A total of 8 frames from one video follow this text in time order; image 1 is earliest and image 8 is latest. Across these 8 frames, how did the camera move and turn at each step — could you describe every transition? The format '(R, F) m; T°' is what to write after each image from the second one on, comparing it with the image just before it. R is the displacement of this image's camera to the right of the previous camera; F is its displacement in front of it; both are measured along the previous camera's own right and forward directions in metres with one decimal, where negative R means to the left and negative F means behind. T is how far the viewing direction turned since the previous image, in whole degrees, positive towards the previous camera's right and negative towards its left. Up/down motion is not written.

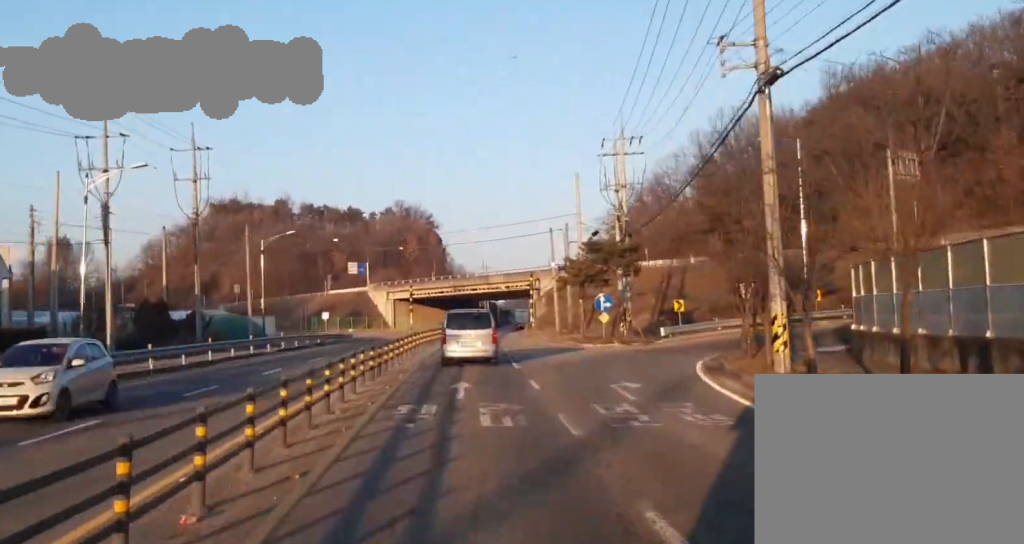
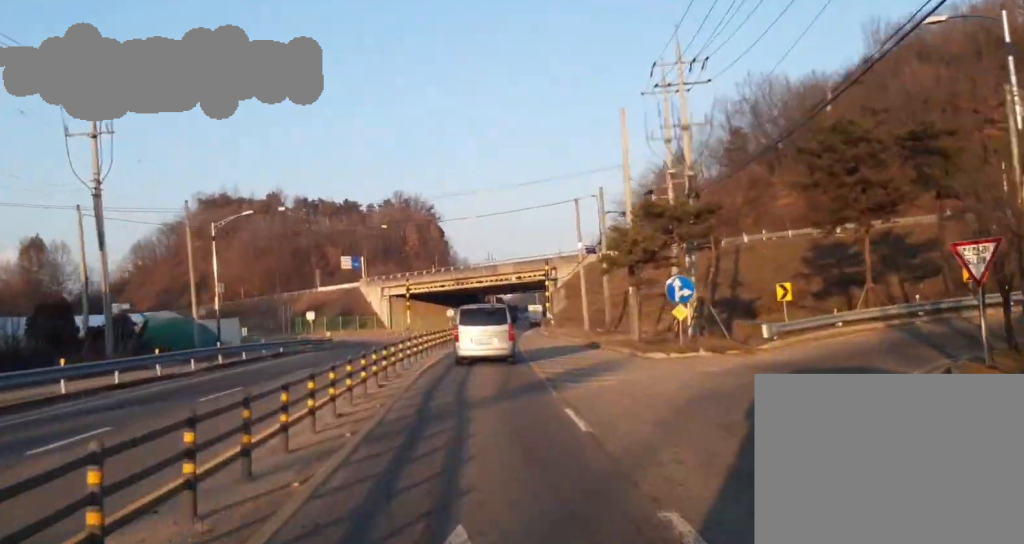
(-0.1, +17.3) m; 0°
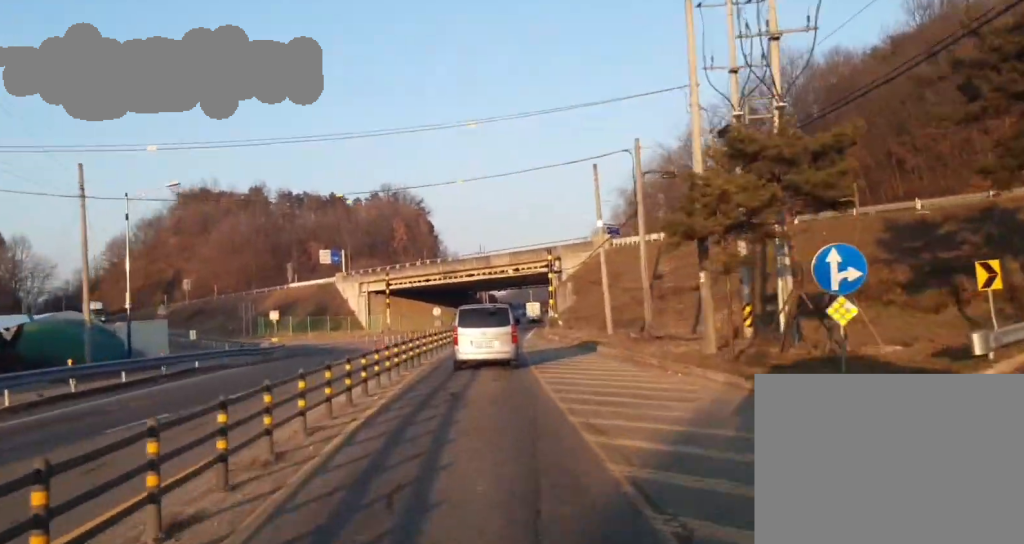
(-0.1, +14.5) m; 0°
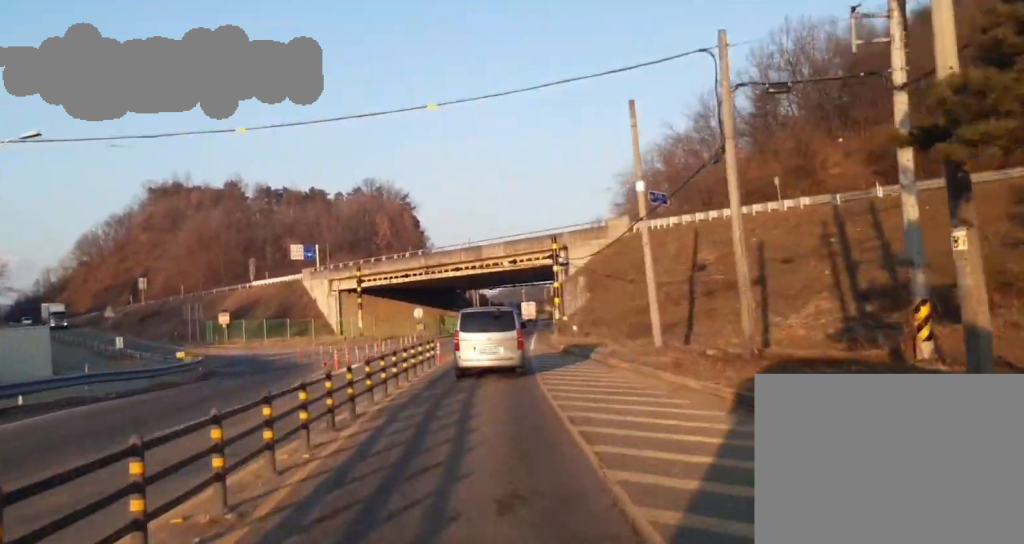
(0.0, +15.2) m; +1°
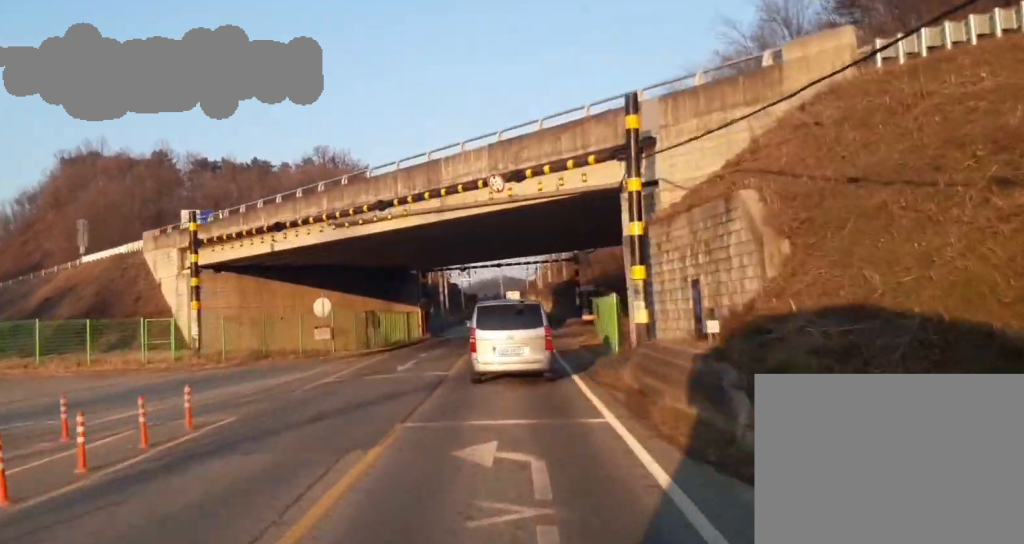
(+1.2, +41.6) m; +4°
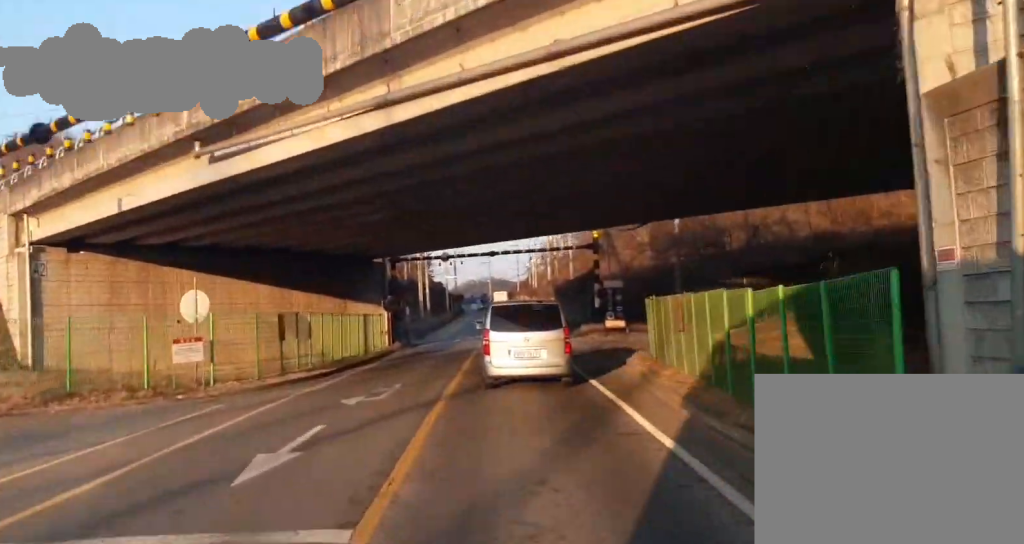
(+0.4, +18.2) m; +1°
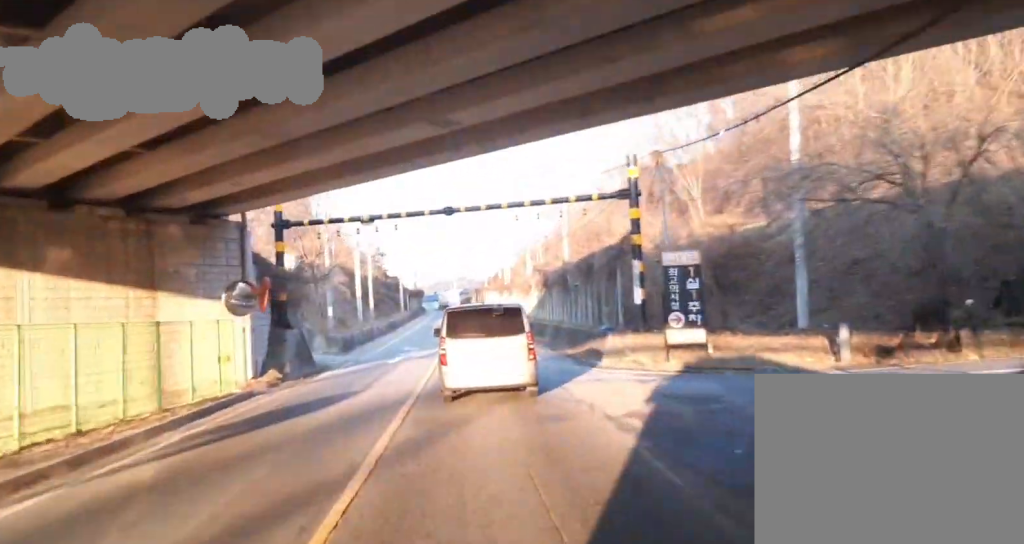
(+0.1, +24.3) m; +2°
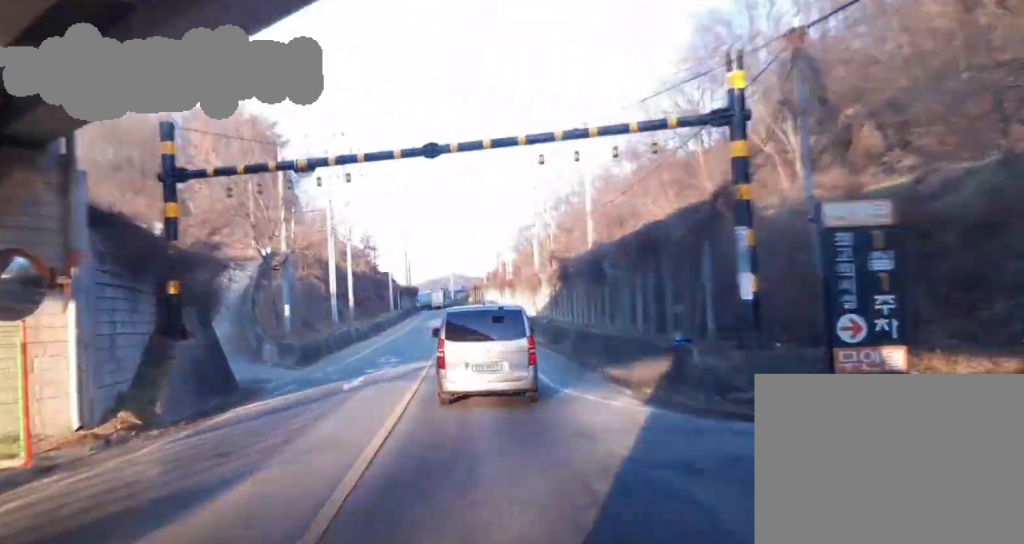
(+0.3, +11.9) m; +1°
